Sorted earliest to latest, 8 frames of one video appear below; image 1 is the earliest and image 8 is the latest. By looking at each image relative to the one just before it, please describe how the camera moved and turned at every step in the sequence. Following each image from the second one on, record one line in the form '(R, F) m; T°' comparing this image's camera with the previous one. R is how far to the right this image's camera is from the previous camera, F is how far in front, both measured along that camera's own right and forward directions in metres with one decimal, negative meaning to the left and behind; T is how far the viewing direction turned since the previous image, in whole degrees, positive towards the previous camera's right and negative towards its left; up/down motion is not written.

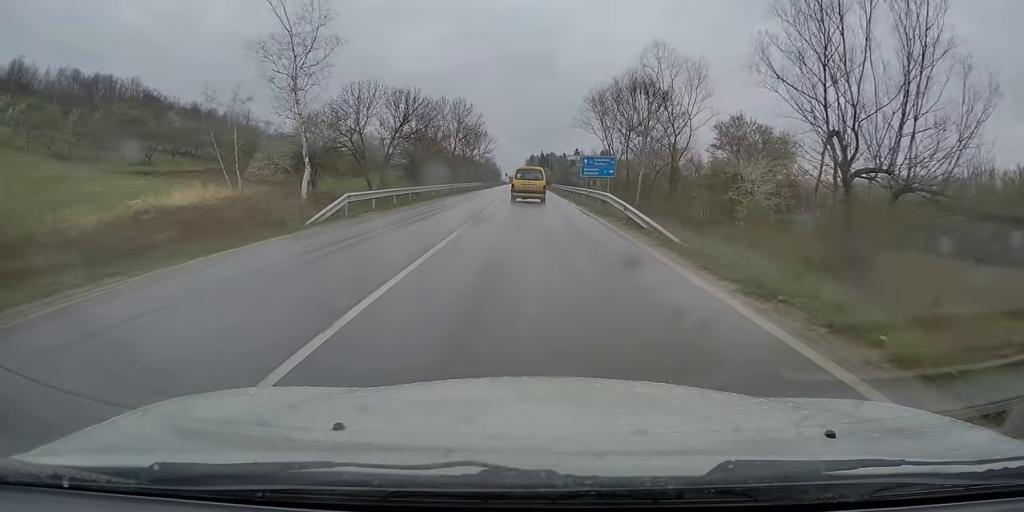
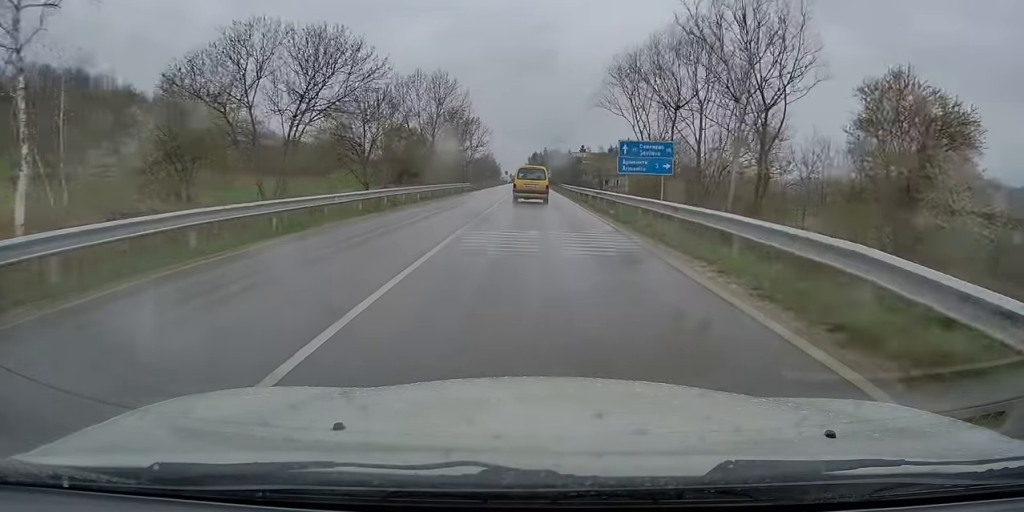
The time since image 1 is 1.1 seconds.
(+0.1, +18.2) m; +1°
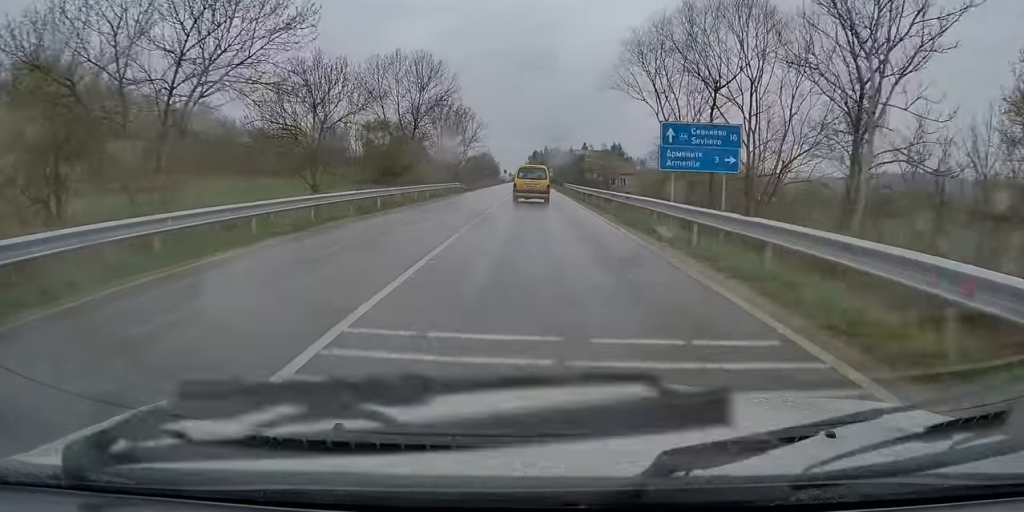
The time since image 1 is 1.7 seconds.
(+0.2, +9.1) m; 0°
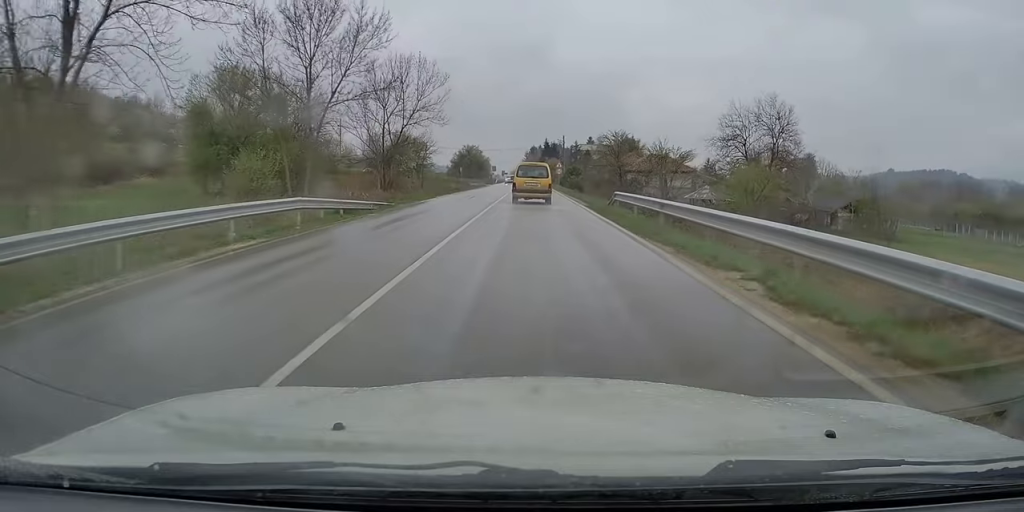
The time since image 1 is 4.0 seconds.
(0.0, +36.7) m; 0°
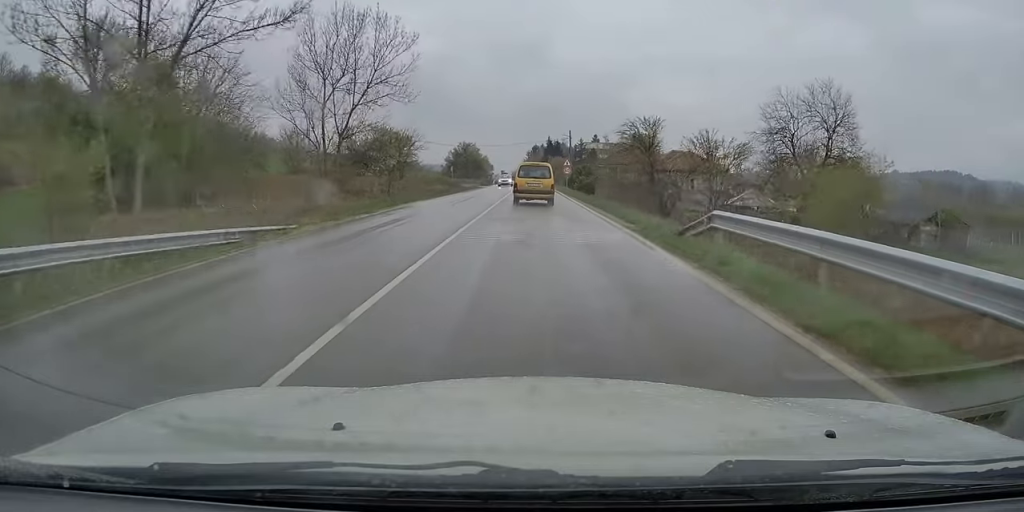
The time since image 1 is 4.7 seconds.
(-0.2, +12.6) m; -1°
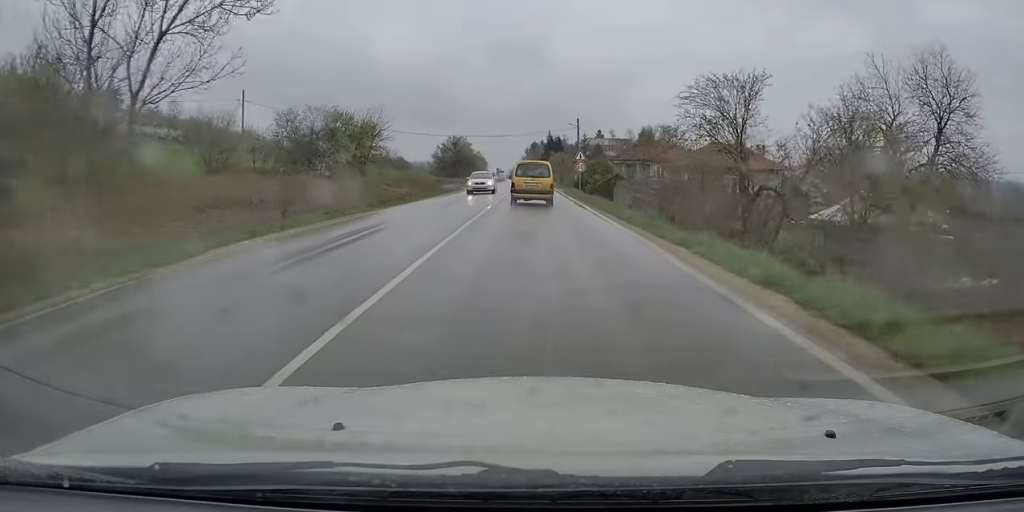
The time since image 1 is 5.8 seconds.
(0.0, +16.7) m; 0°
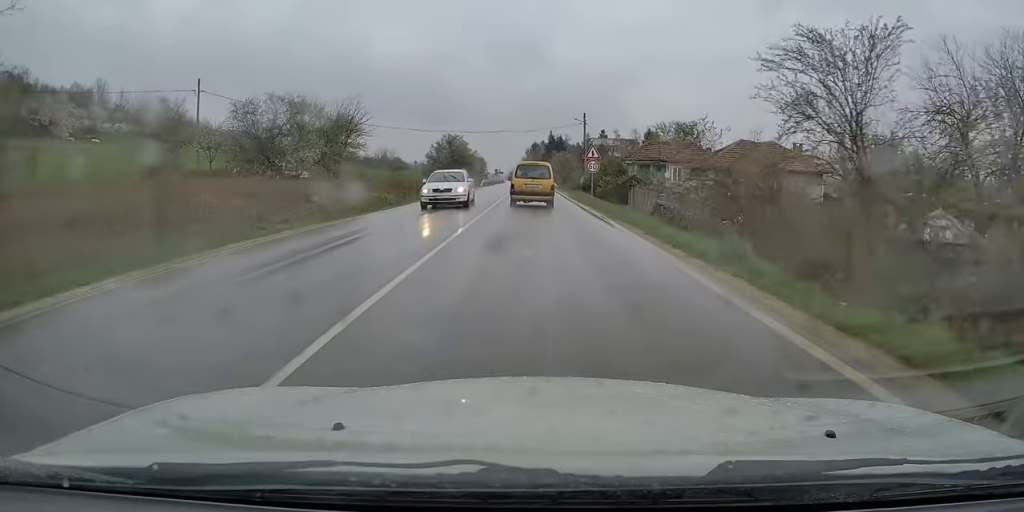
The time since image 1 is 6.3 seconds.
(+0.1, +8.0) m; 0°
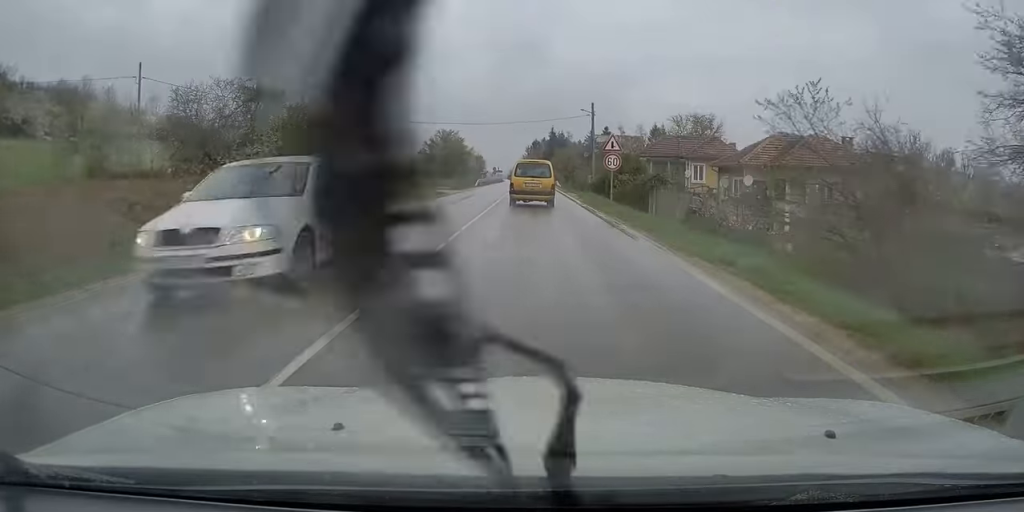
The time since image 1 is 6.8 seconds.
(0.0, +8.0) m; 0°
